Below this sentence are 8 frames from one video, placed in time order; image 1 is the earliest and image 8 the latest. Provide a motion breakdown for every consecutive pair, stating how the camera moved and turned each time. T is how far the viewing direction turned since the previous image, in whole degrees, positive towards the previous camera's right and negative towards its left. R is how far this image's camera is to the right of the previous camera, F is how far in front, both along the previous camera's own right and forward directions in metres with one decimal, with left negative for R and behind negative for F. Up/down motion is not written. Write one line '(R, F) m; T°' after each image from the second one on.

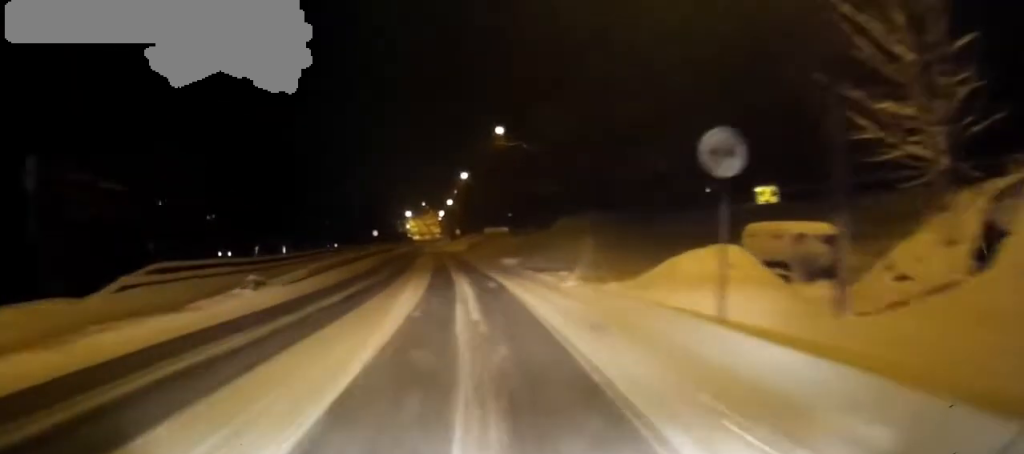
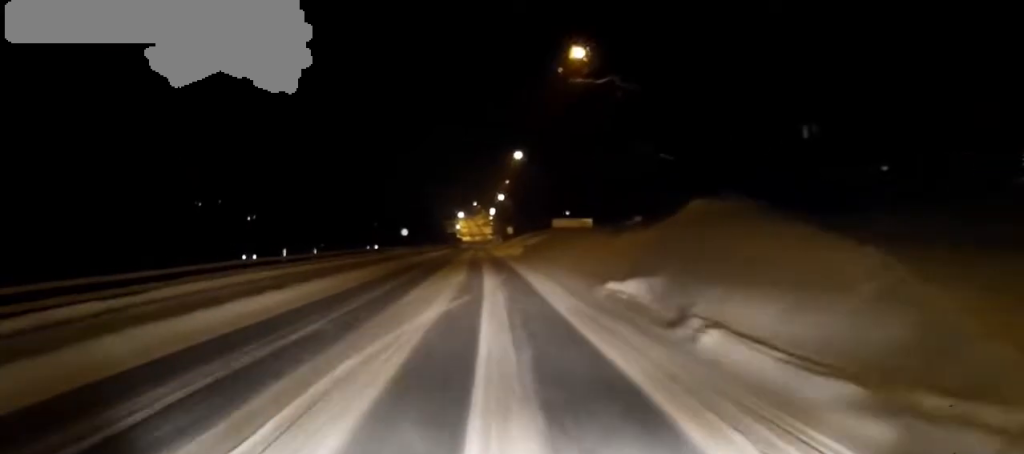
(-0.6, +20.8) m; -2°
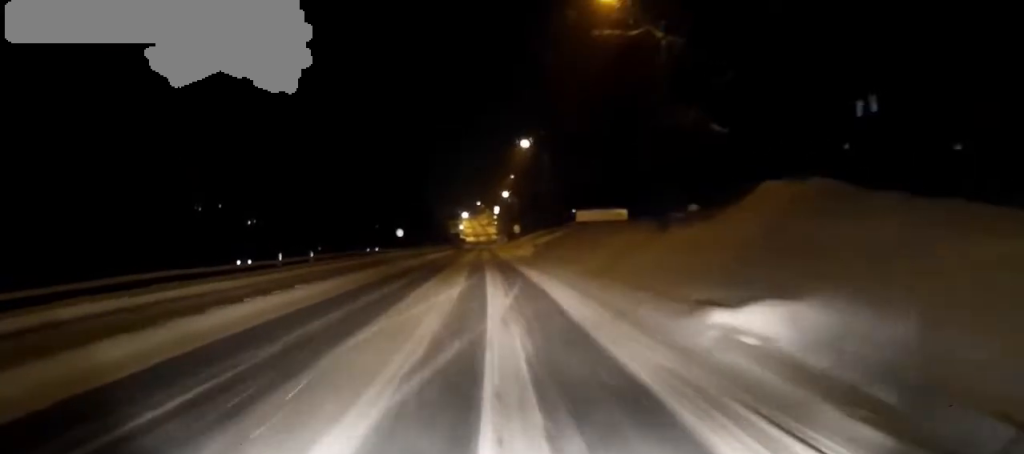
(0.0, +7.3) m; 0°
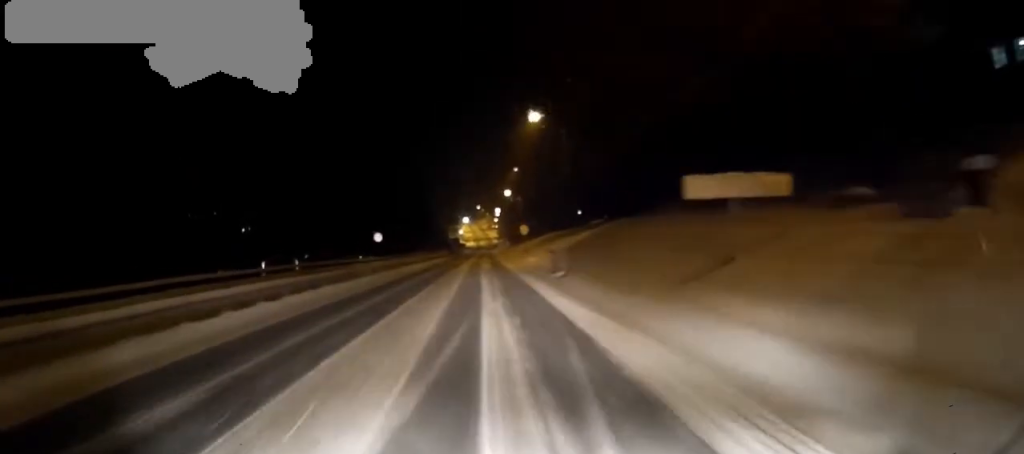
(0.0, +13.7) m; -1°
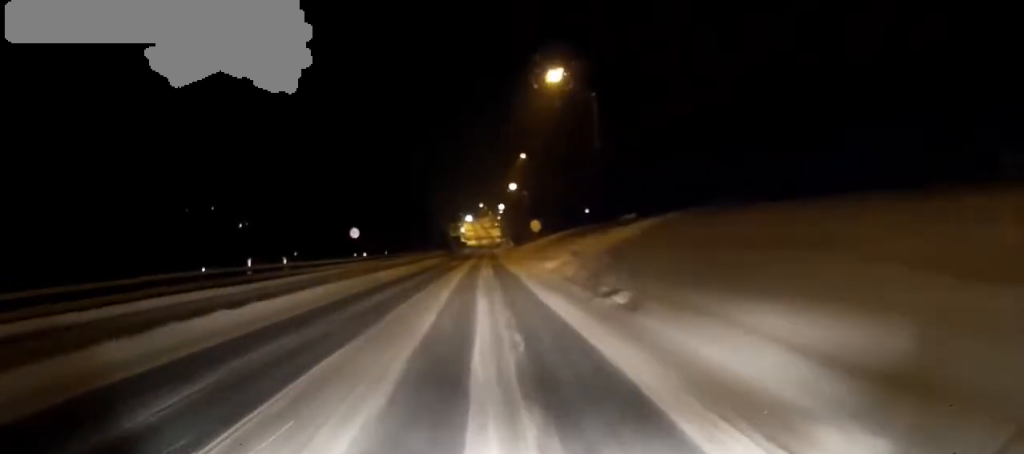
(-0.1, +10.6) m; 0°
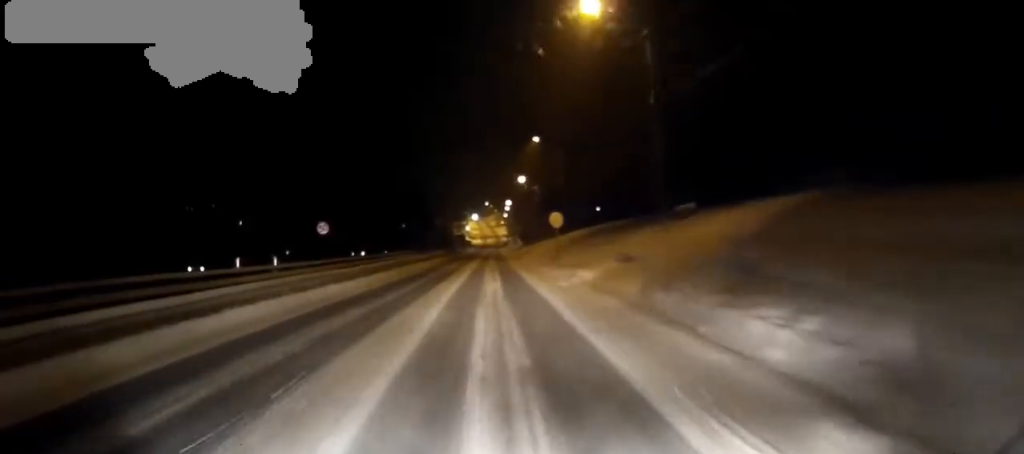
(0.0, +10.0) m; 0°
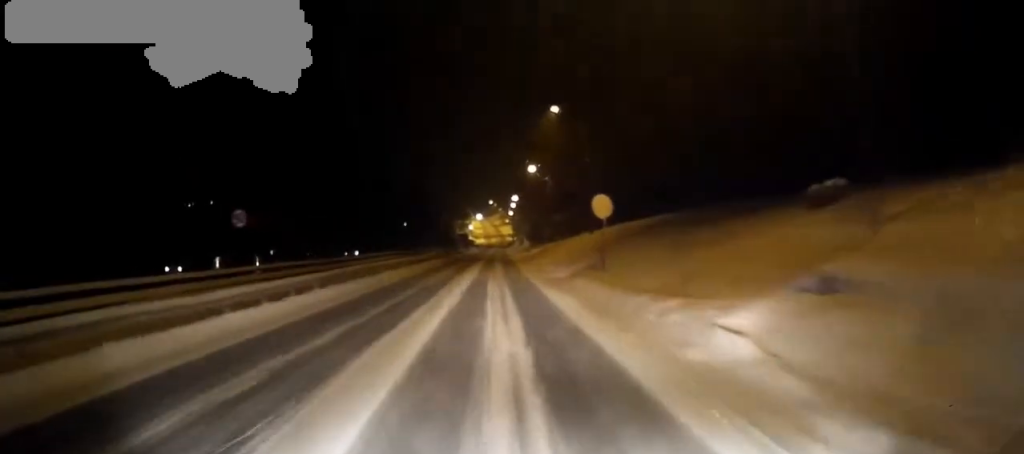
(0.0, +12.5) m; 0°
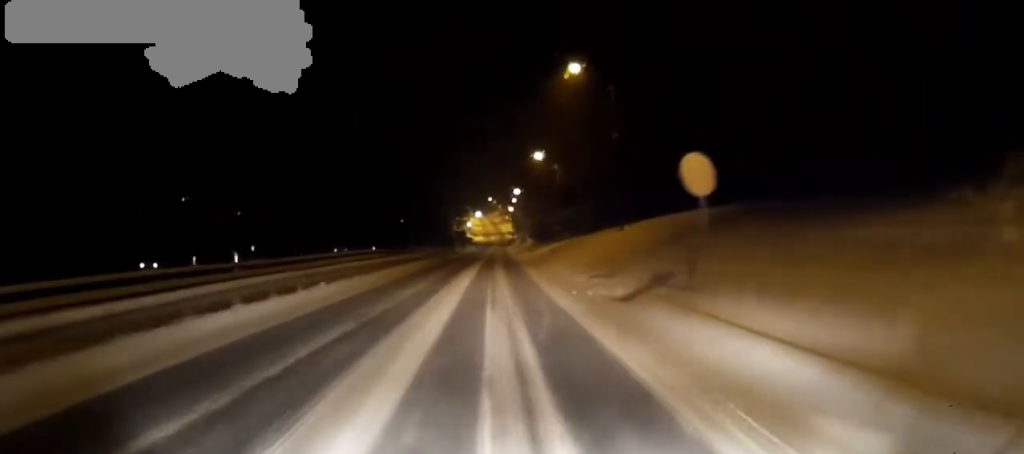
(-0.1, +9.8) m; 0°
